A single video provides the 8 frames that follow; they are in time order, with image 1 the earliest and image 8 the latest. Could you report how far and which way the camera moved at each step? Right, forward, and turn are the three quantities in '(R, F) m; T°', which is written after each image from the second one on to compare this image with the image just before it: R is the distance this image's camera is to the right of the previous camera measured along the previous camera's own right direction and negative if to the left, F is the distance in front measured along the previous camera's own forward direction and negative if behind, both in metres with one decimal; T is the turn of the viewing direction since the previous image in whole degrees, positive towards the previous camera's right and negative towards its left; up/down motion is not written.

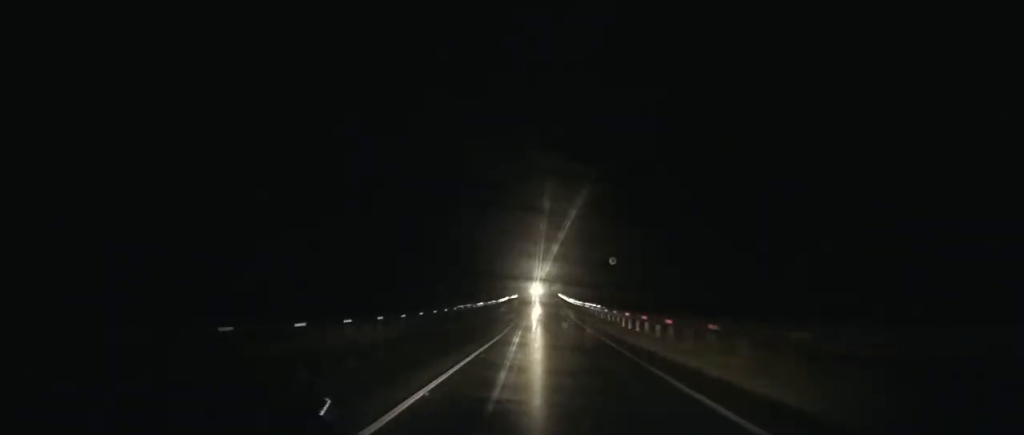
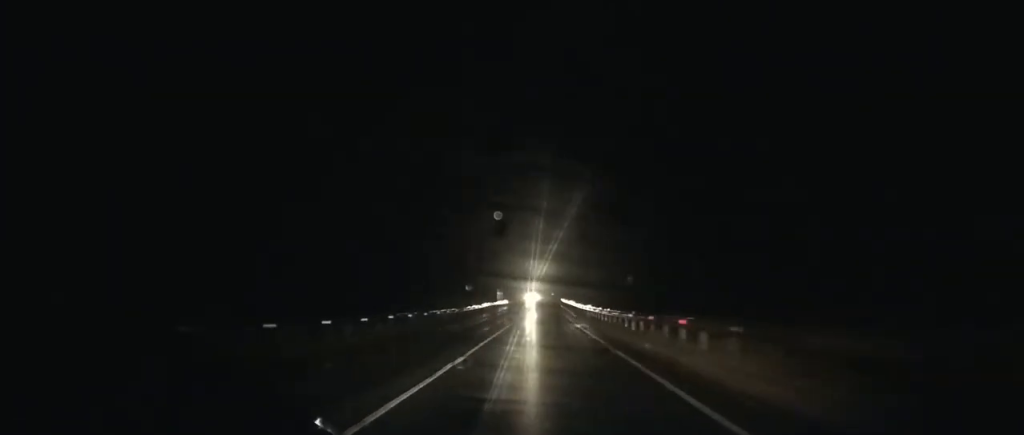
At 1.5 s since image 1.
(0.0, +32.9) m; 0°
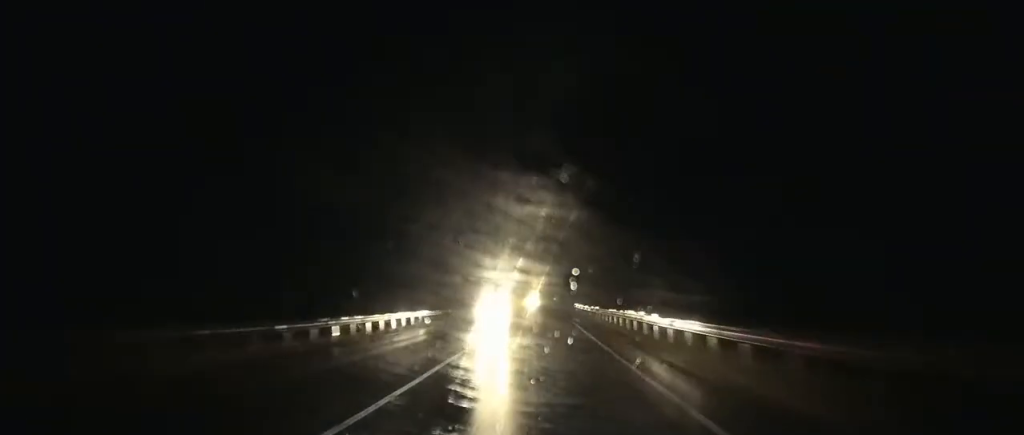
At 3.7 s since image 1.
(+0.4, +46.6) m; +1°
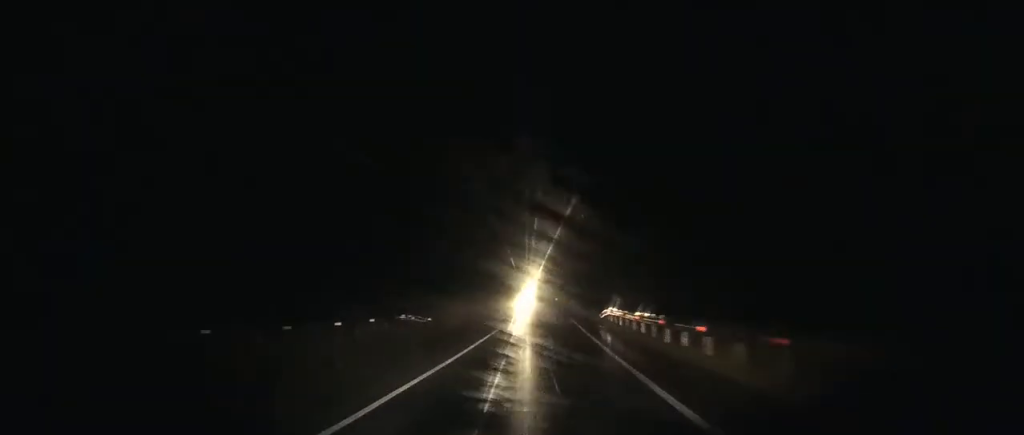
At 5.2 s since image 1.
(+0.1, +31.1) m; 0°
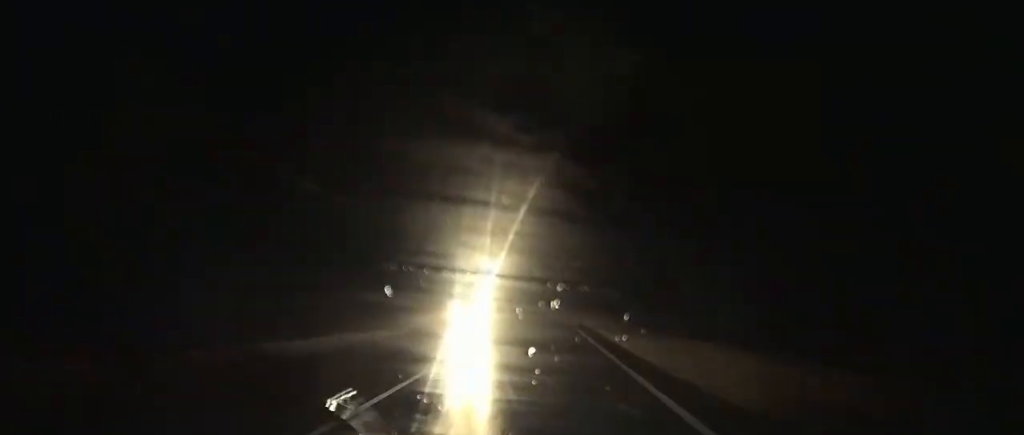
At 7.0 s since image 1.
(+0.1, +37.1) m; 0°
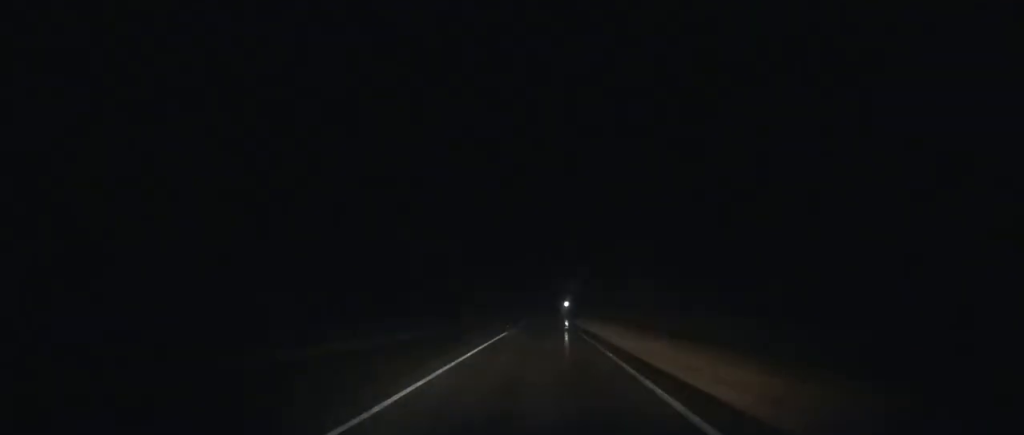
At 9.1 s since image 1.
(0.0, +45.0) m; -1°
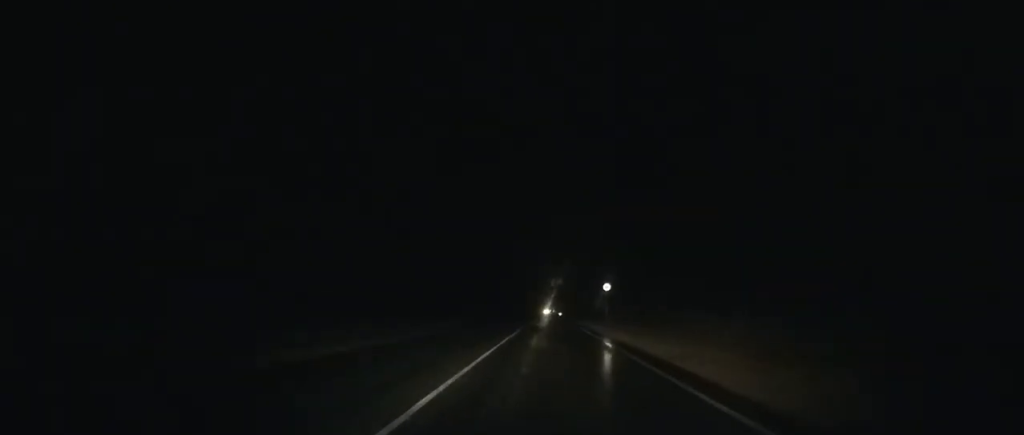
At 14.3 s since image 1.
(-2.1, +110.3) m; -1°
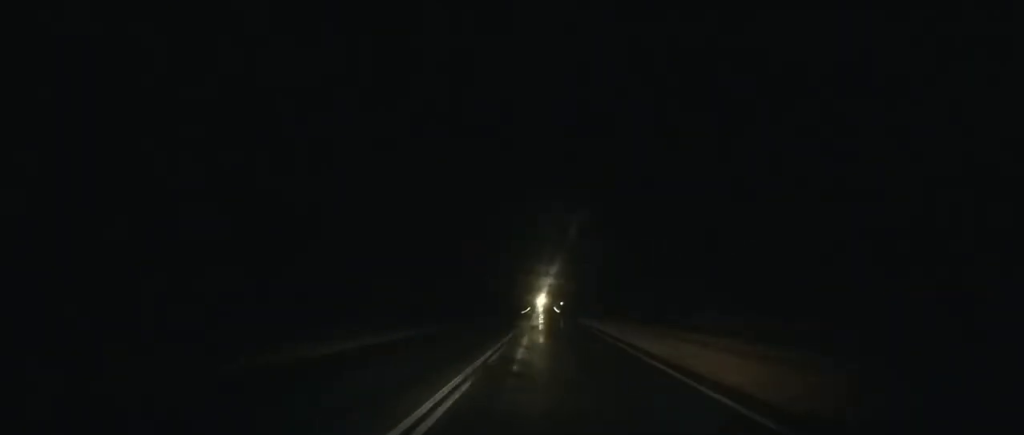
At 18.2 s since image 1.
(+0.6, +80.5) m; +1°
